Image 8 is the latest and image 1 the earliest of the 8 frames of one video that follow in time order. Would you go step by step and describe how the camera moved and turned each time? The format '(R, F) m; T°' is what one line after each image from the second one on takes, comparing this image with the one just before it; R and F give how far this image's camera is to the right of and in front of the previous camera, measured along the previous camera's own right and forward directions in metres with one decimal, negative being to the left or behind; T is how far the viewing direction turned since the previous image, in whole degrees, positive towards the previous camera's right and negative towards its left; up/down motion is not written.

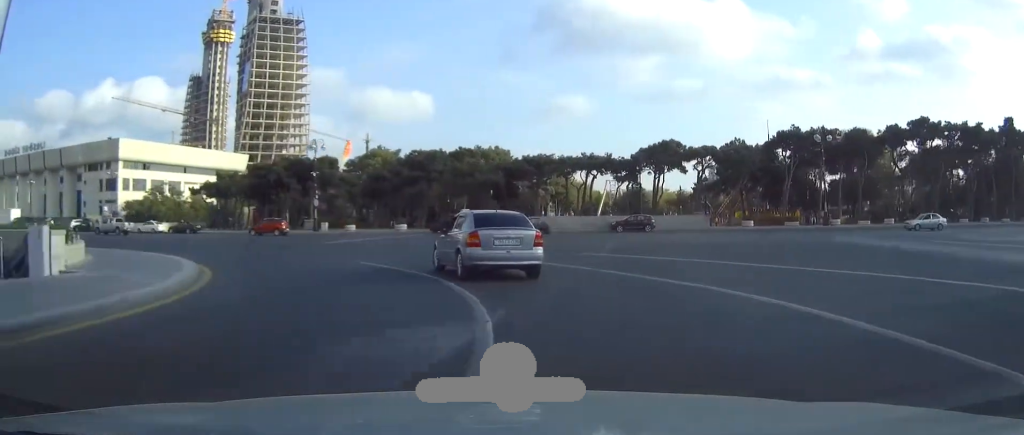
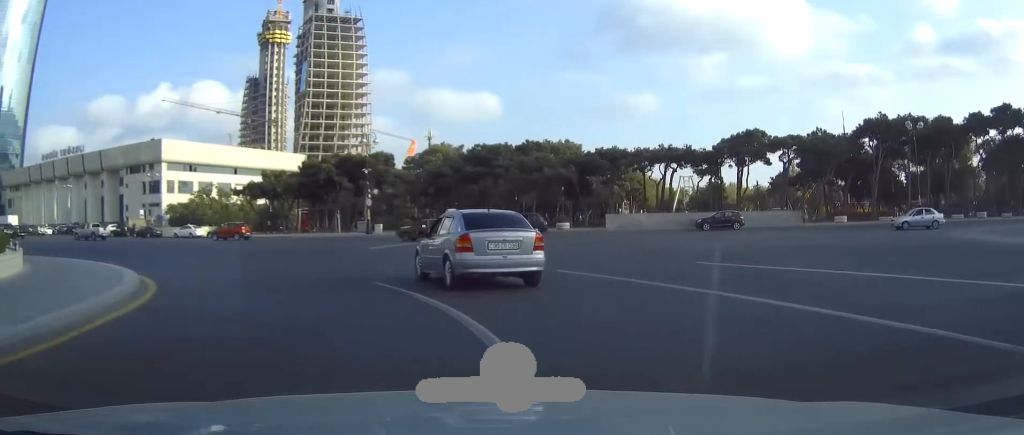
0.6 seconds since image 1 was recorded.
(+0.1, +6.8) m; -7°
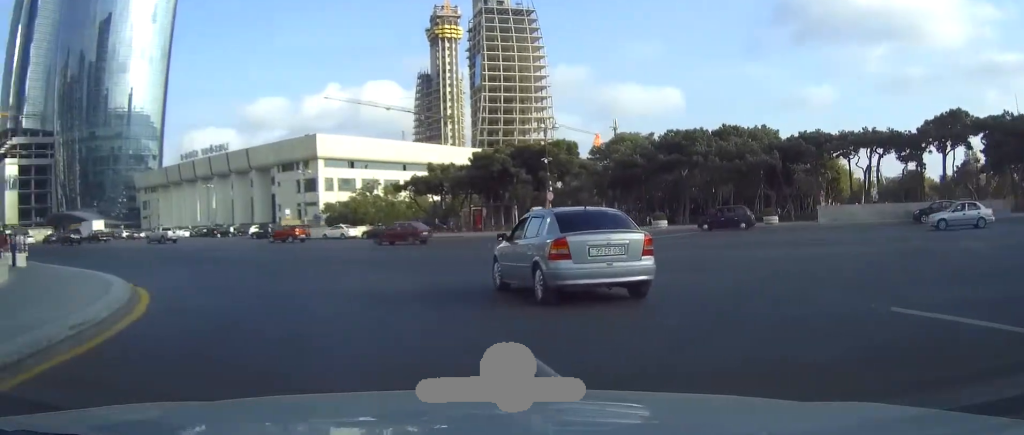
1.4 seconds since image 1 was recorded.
(-1.1, +7.9) m; -17°
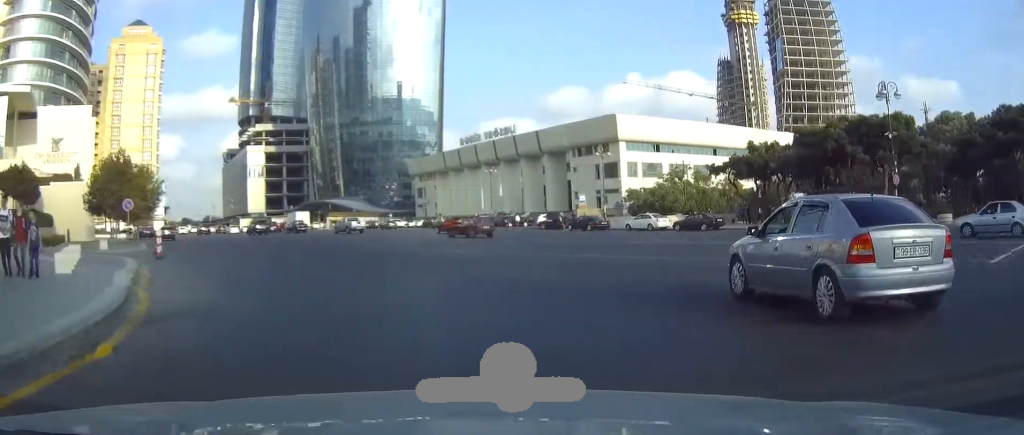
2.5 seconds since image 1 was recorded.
(-2.7, +11.3) m; -24°
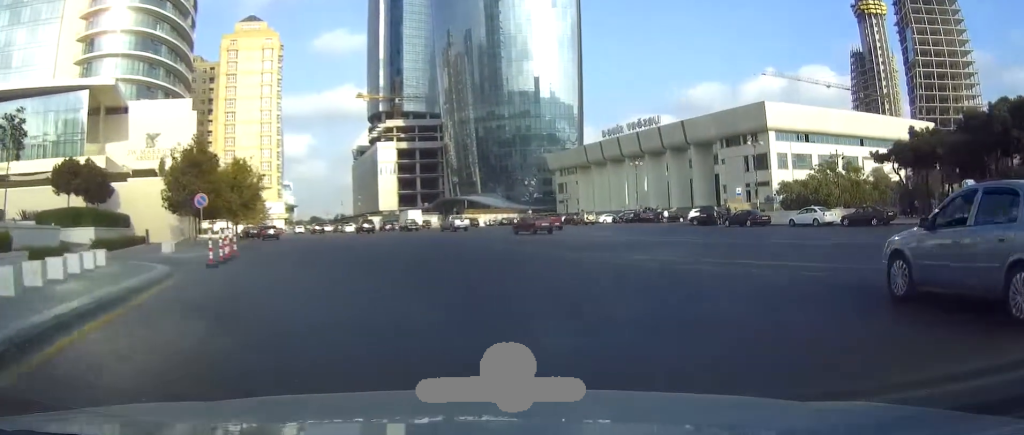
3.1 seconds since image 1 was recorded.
(-0.8, +6.6) m; -9°
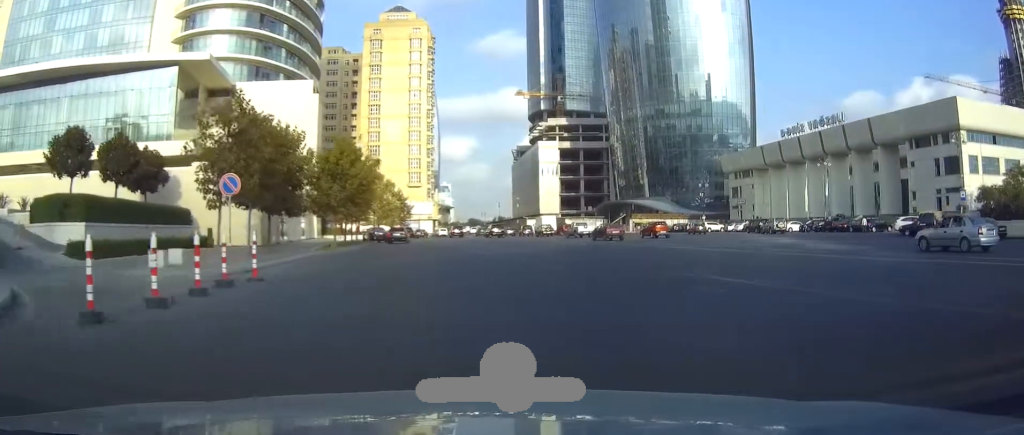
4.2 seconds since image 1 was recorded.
(-1.7, +13.3) m; -10°
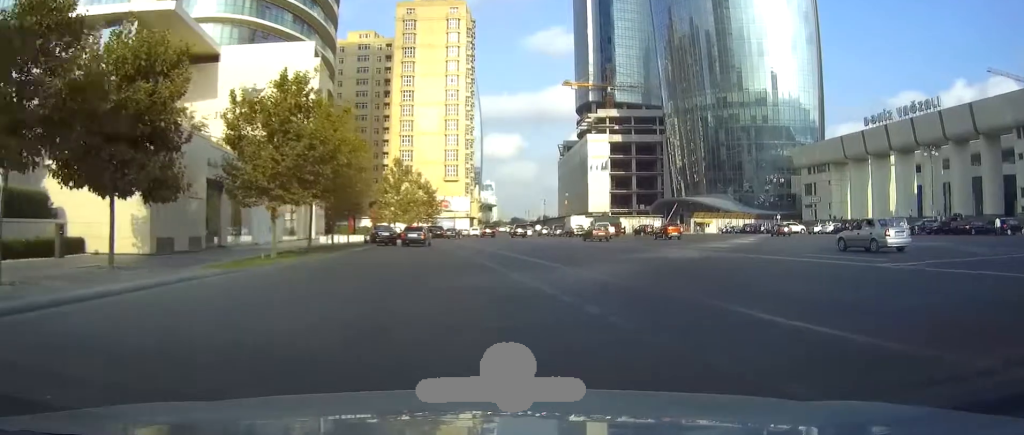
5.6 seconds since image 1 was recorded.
(-0.7, +18.1) m; -2°
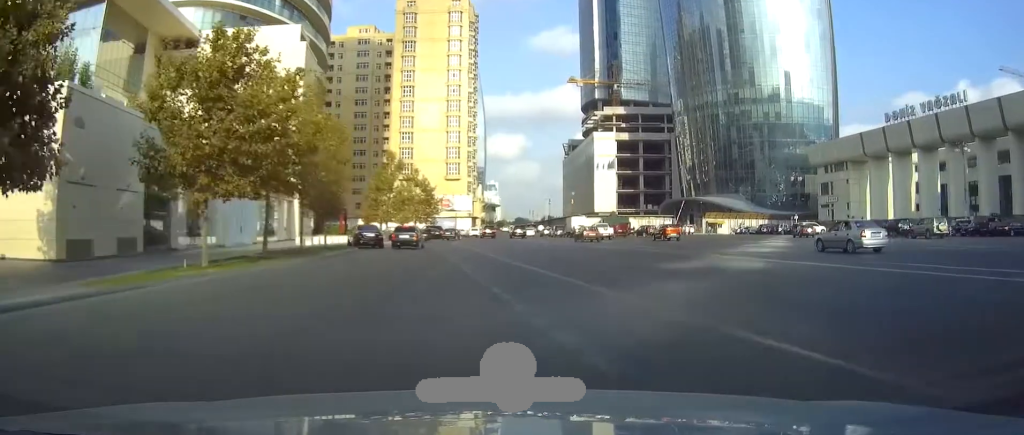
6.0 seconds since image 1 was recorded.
(0.0, +6.5) m; 0°
